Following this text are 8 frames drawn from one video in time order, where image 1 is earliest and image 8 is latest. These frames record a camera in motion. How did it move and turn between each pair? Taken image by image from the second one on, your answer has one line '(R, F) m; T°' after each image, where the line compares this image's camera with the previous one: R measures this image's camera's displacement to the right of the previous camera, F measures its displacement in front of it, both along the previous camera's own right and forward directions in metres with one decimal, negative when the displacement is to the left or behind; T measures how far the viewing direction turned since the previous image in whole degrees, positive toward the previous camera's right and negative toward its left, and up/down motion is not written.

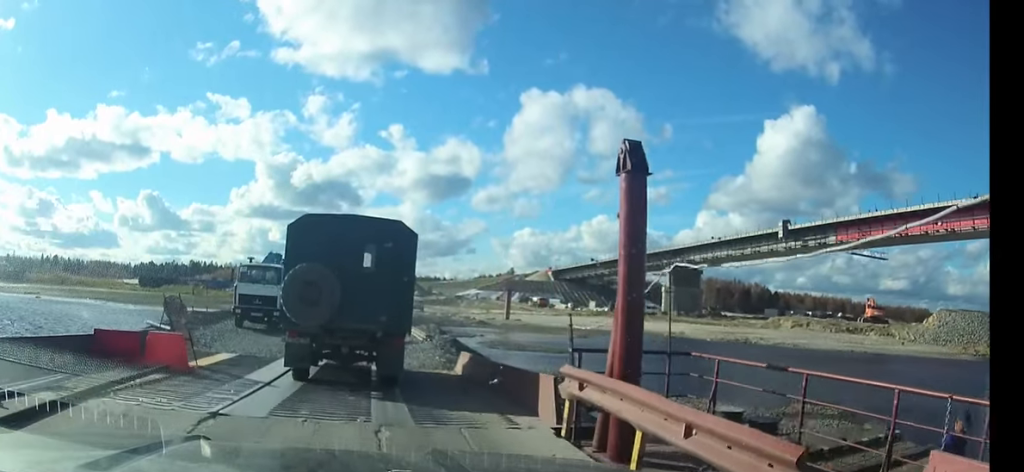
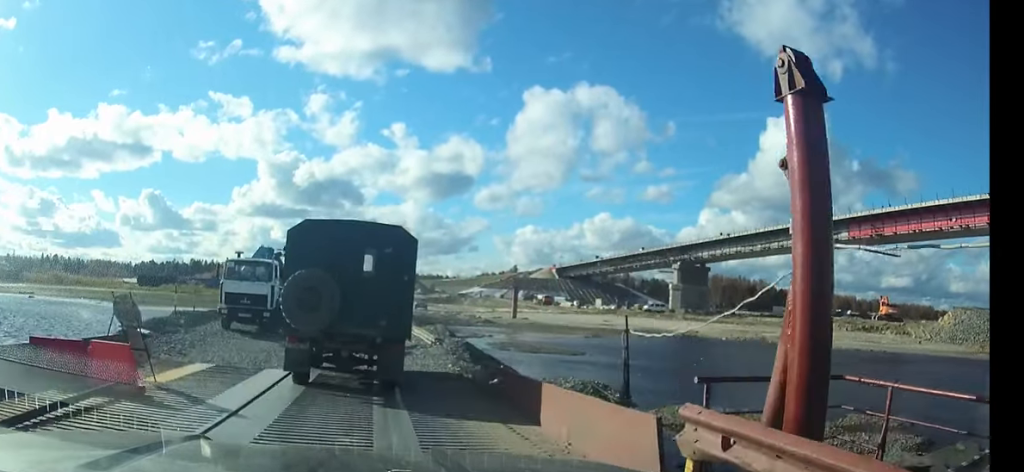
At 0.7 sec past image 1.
(0.0, +3.2) m; 0°
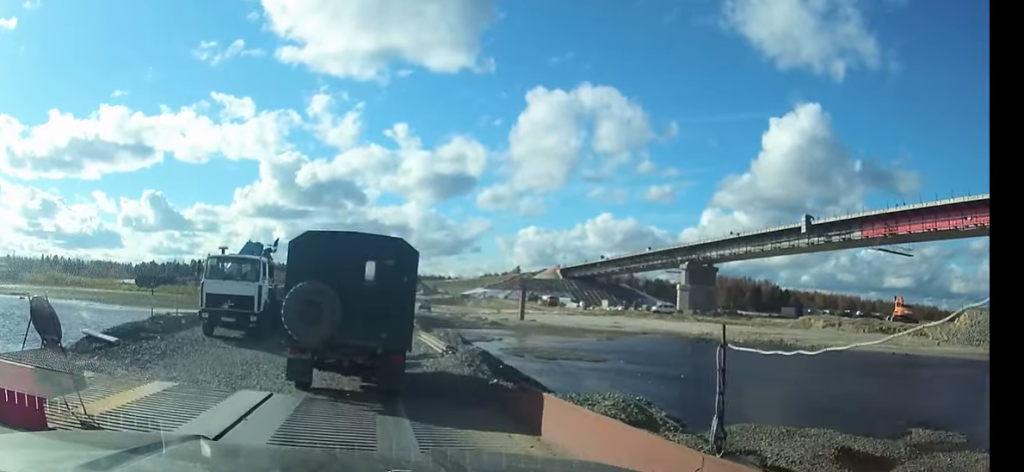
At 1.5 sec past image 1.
(0.0, +3.4) m; 0°
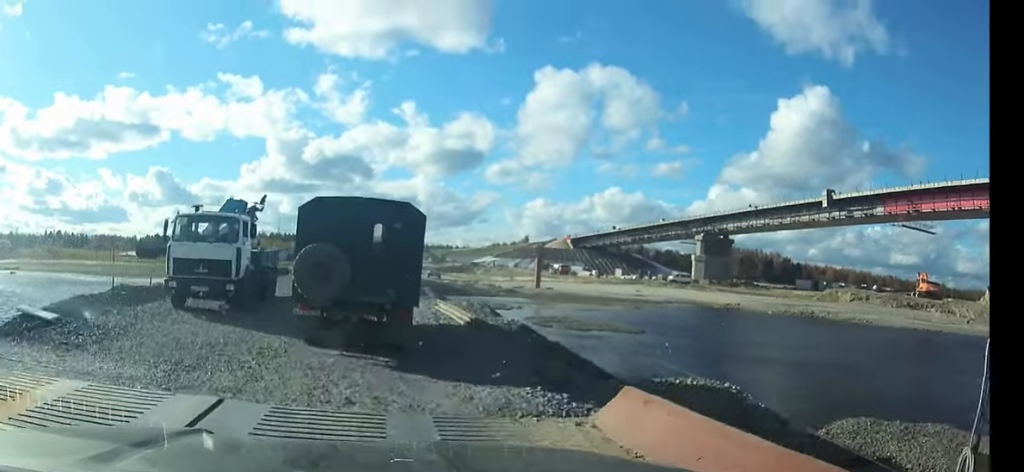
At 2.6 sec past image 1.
(0.0, +4.8) m; 0°
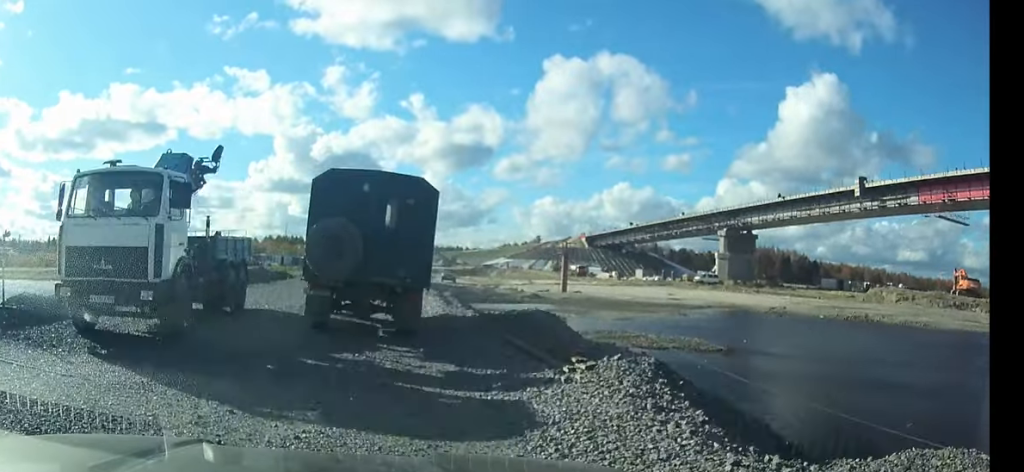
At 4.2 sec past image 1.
(-0.1, +6.9) m; -1°
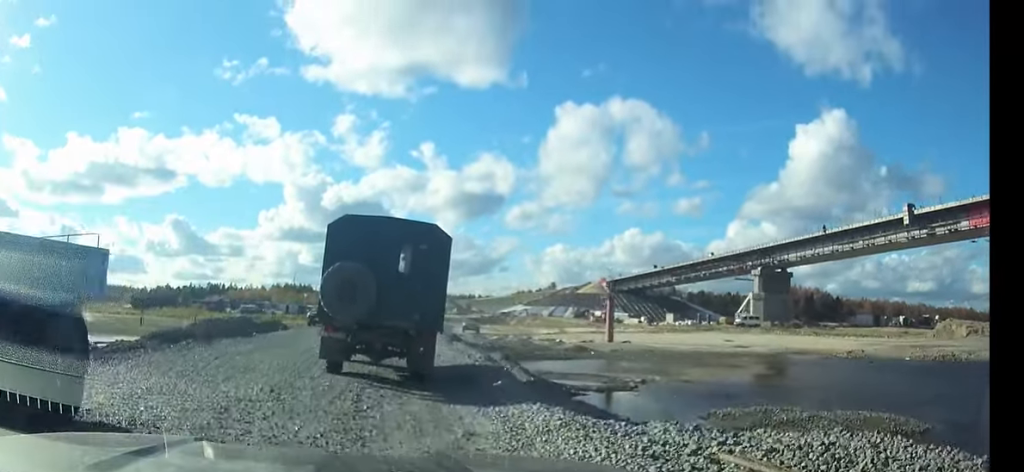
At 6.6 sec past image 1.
(+0.1, +9.7) m; +1°
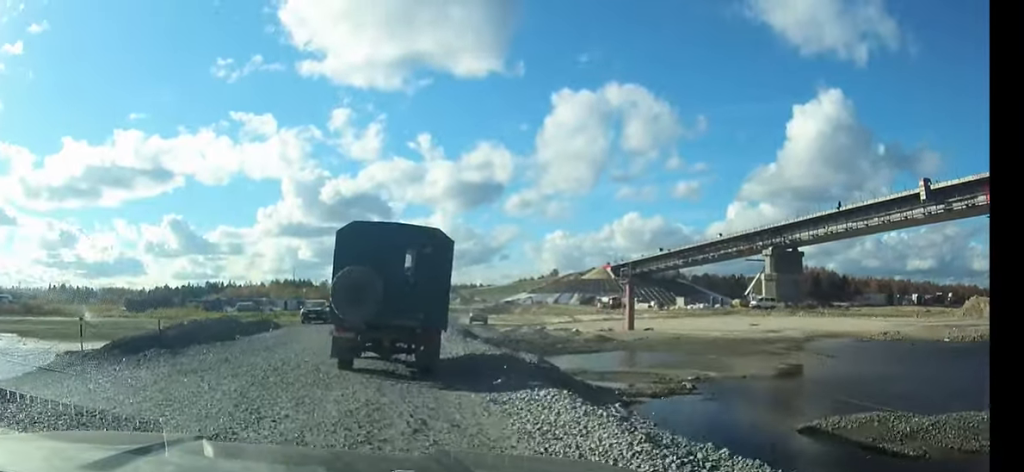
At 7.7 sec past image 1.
(0.0, +4.6) m; 0°
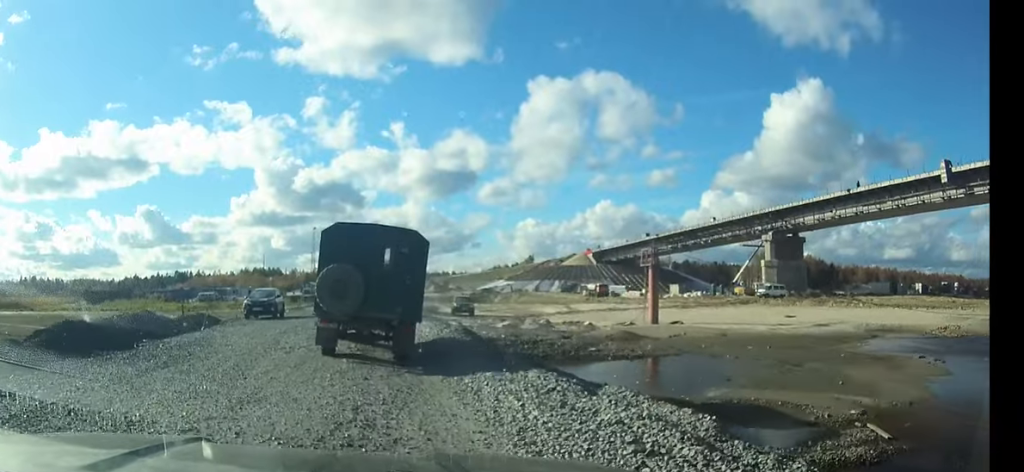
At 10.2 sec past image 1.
(+0.1, +10.1) m; +1°
